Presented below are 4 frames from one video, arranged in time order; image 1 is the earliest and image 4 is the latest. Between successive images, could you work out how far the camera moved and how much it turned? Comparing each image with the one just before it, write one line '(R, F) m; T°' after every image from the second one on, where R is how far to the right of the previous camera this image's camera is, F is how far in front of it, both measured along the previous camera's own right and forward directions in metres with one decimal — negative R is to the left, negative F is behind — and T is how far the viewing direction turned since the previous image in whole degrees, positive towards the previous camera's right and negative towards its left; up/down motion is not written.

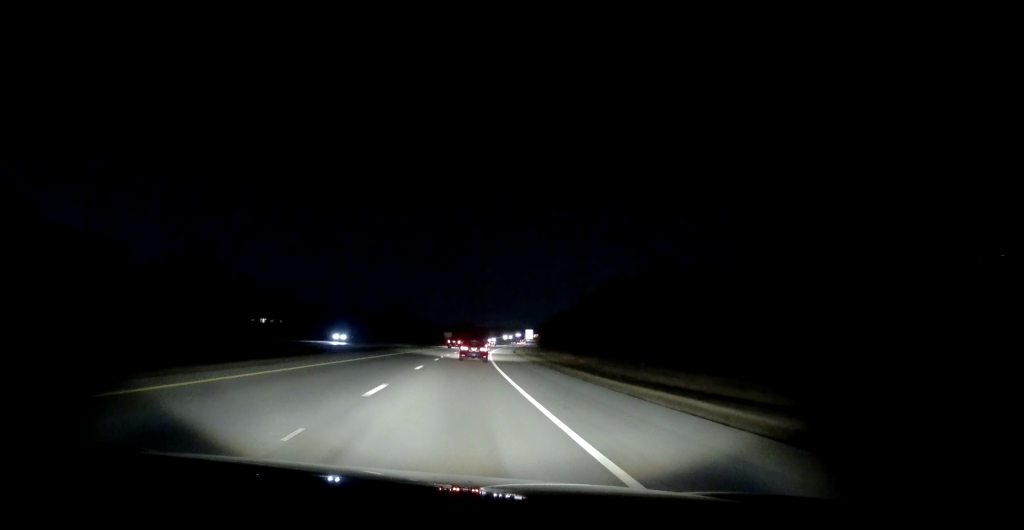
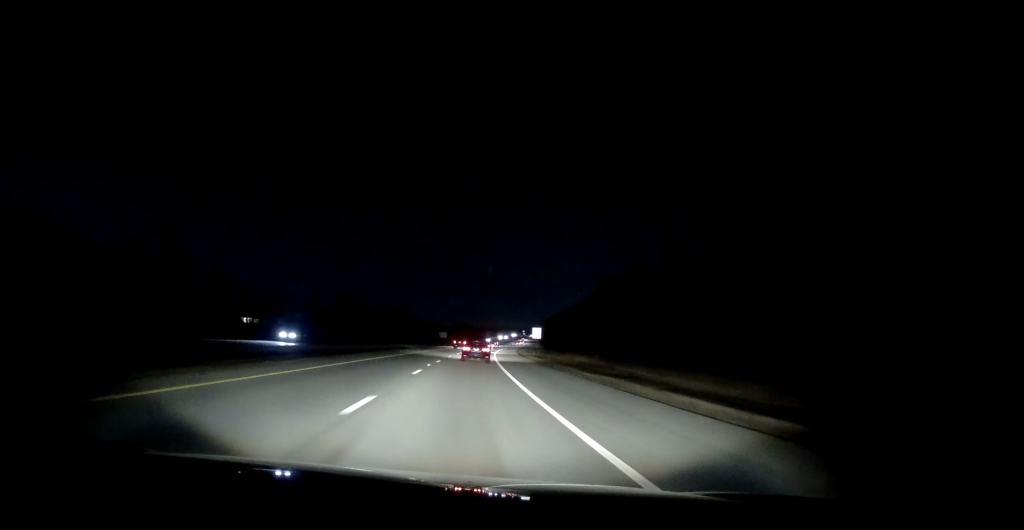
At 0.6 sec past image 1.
(+0.1, +16.0) m; +1°
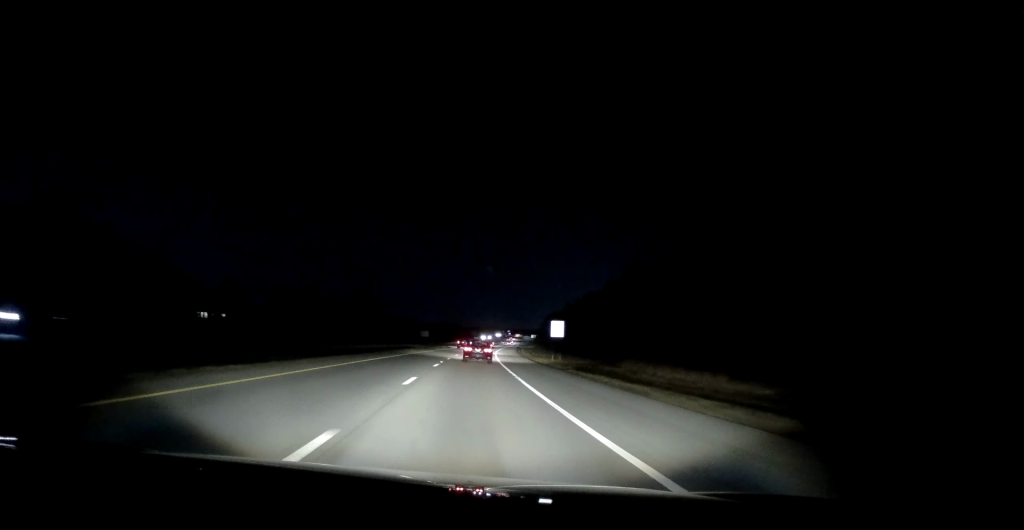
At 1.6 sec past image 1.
(+0.5, +29.0) m; +1°
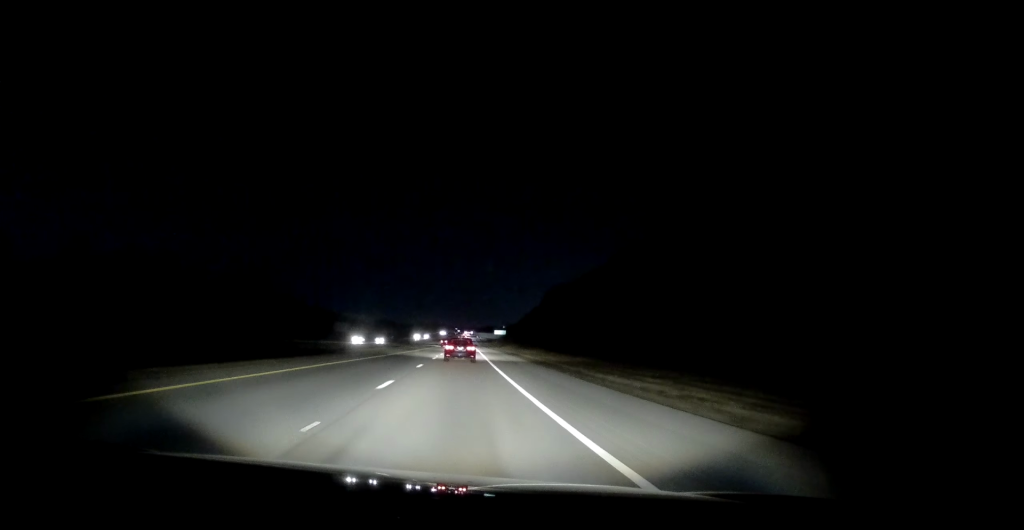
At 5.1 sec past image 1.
(+4.5, +98.8) m; +4°
